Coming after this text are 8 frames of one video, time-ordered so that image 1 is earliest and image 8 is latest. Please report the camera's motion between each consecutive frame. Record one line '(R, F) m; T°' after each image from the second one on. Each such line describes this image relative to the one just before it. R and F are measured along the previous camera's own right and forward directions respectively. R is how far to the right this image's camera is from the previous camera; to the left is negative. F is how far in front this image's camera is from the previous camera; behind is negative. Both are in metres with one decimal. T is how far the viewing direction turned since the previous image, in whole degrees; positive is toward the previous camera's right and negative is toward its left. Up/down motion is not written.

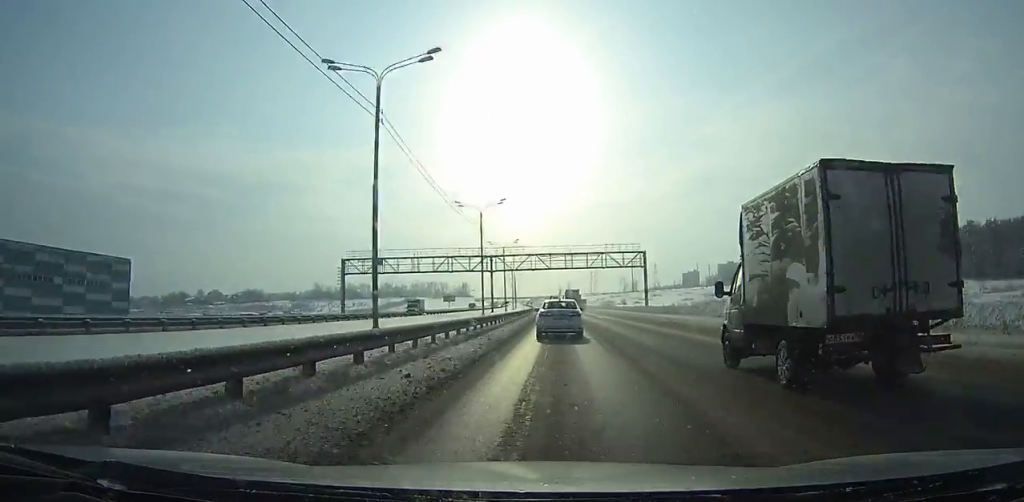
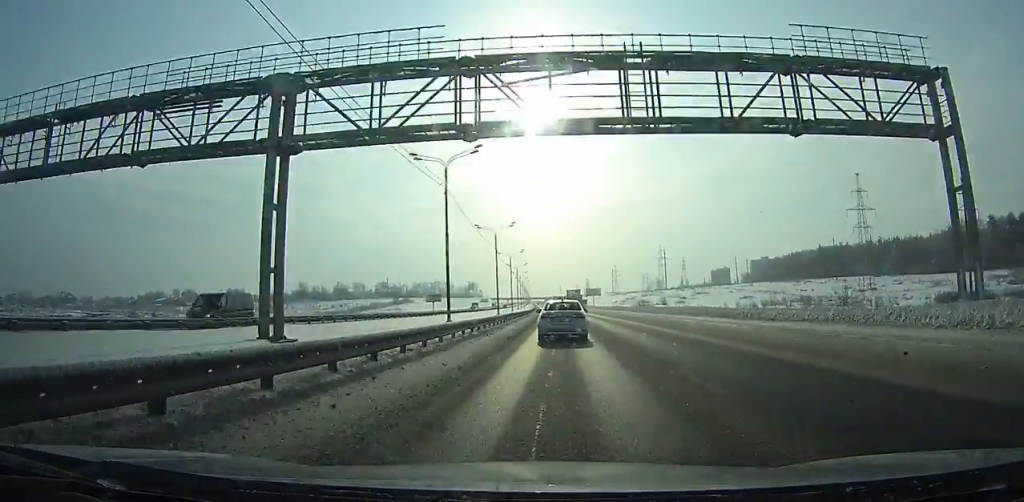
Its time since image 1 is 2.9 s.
(-1.1, +71.4) m; -2°
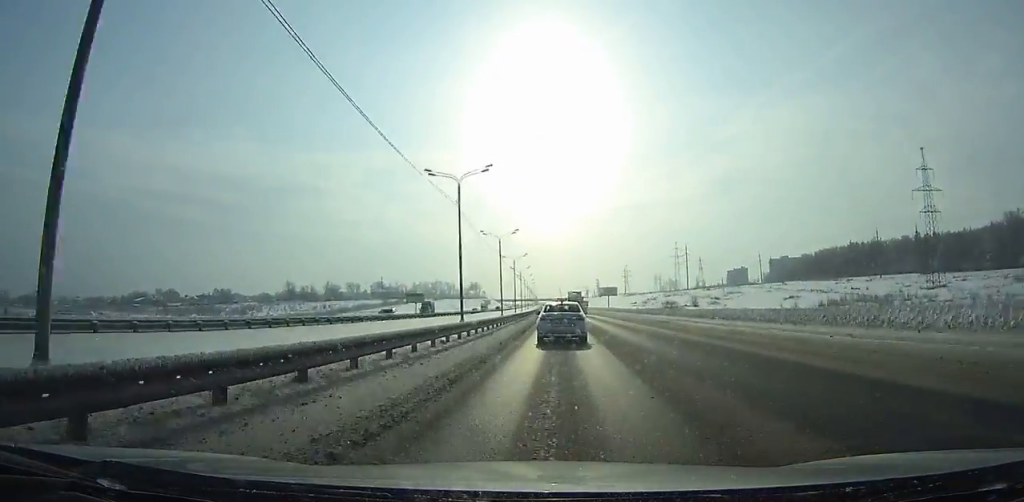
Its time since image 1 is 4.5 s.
(-0.4, +39.0) m; -1°
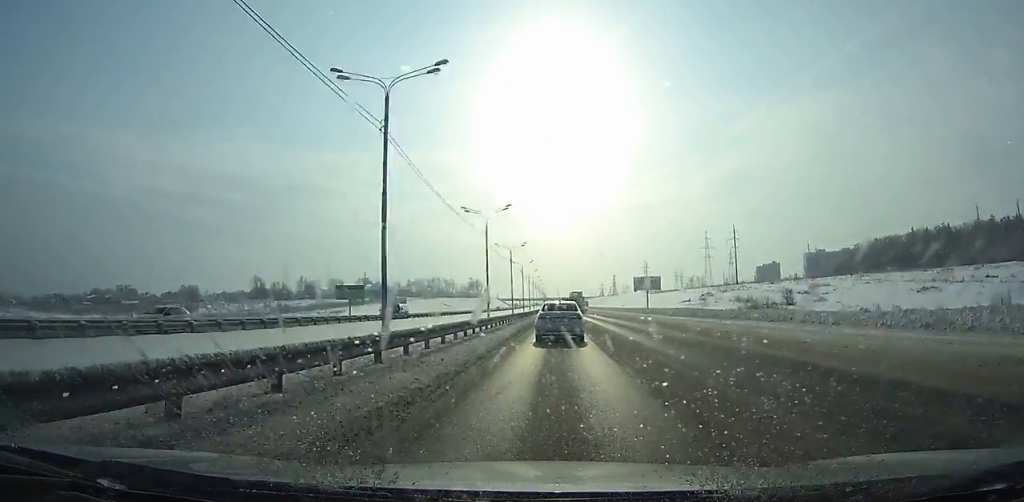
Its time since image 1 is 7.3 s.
(-0.8, +67.8) m; -1°
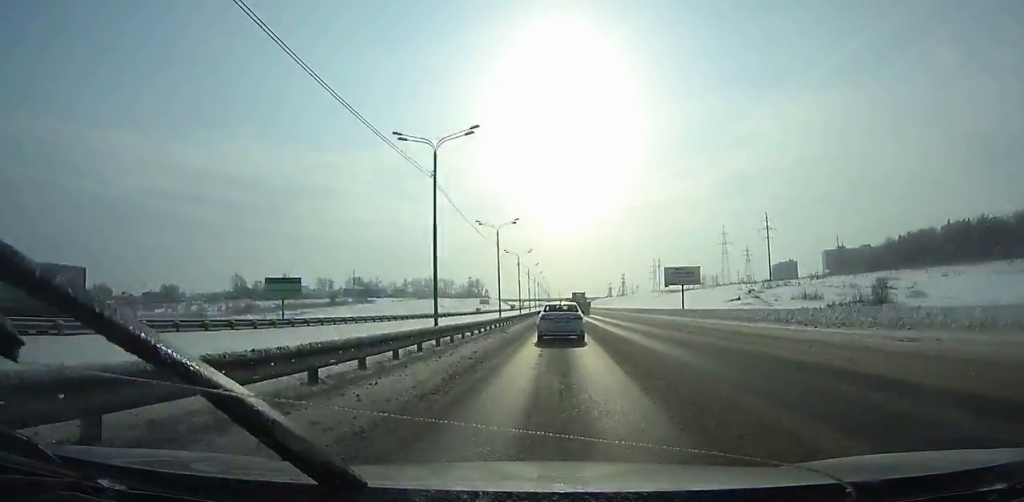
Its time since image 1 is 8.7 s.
(-0.3, +33.7) m; 0°
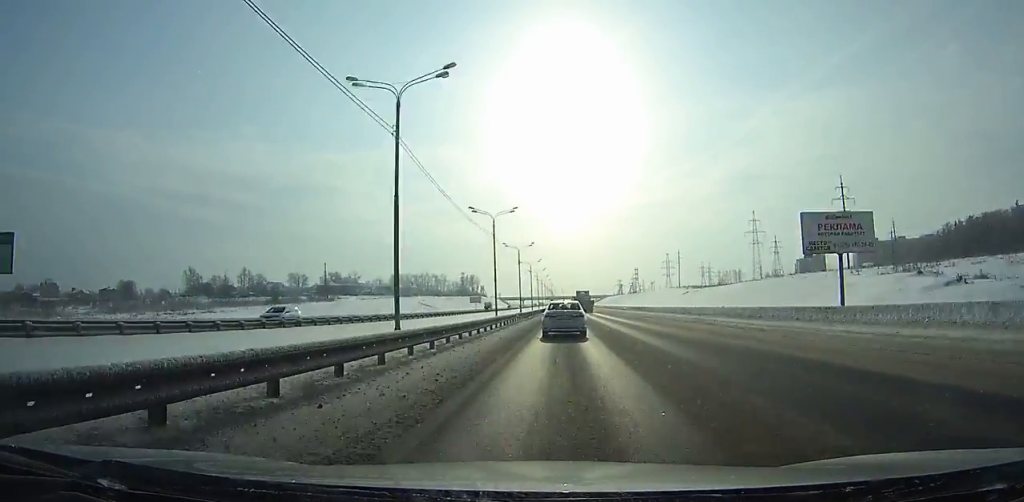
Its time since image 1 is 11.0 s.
(-0.1, +55.3) m; 0°
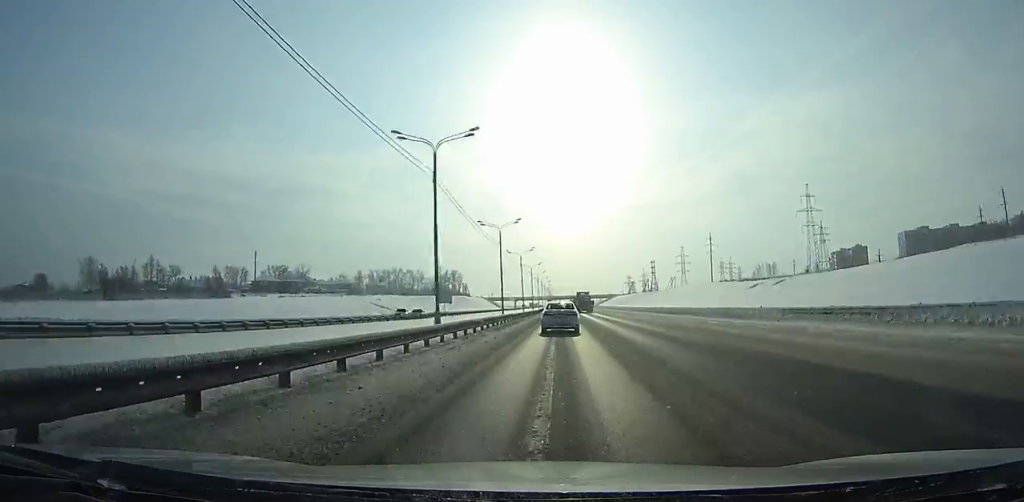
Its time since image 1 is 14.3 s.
(-0.1, +79.7) m; 0°
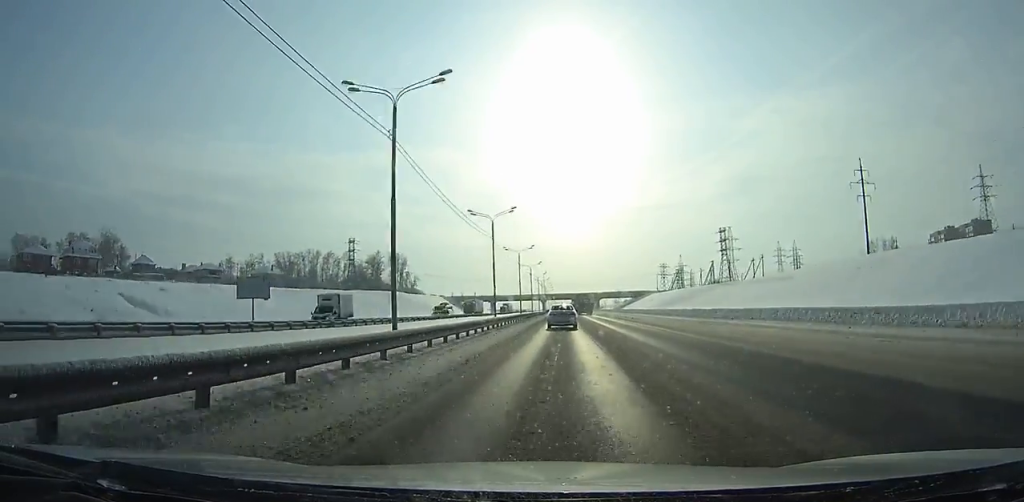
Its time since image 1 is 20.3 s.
(+0.1, +147.4) m; 0°
